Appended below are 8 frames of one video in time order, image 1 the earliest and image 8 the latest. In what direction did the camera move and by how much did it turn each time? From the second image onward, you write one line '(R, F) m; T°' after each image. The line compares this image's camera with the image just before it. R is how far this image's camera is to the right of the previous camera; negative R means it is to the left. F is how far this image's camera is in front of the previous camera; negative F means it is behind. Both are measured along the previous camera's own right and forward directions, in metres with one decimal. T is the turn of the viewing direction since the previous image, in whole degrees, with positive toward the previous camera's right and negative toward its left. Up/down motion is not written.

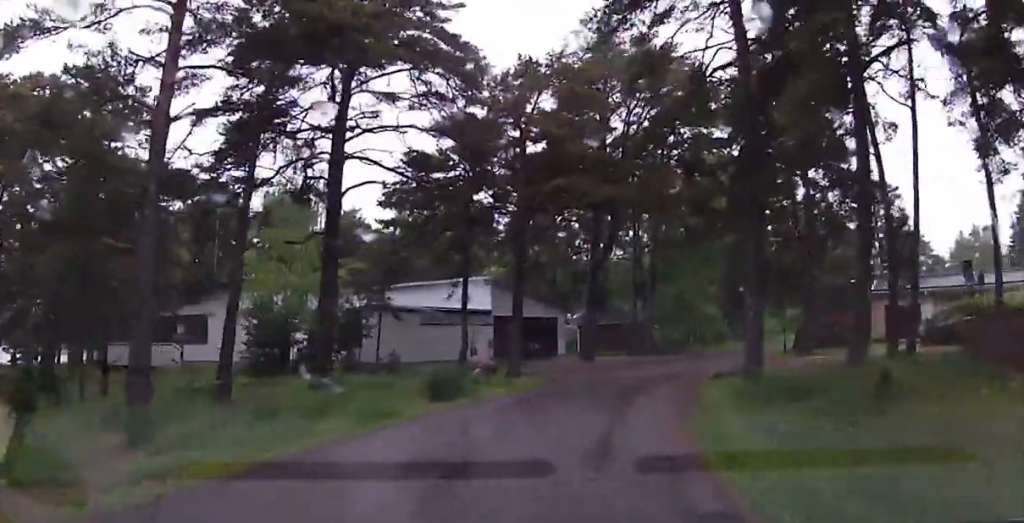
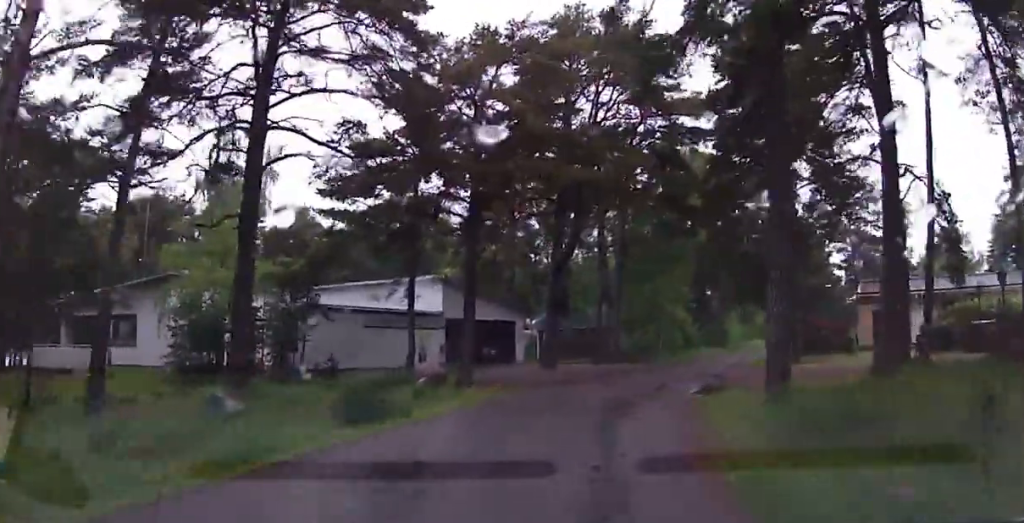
(0.0, +3.5) m; +3°
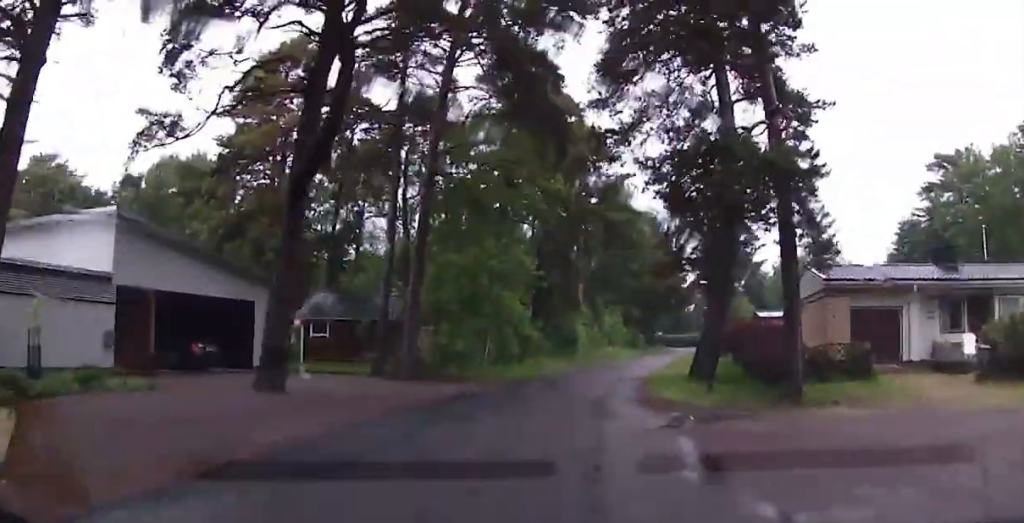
(+2.2, +16.9) m; +12°
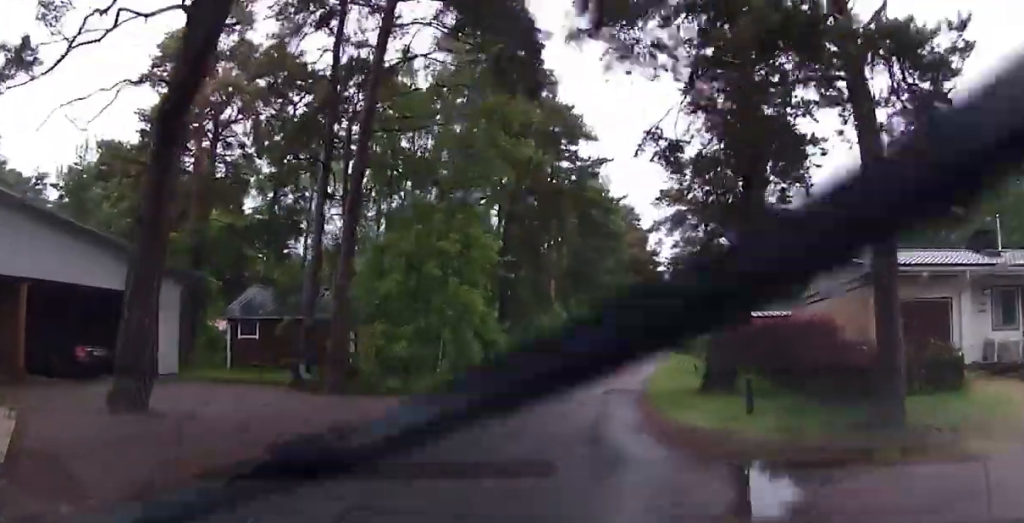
(+0.1, +5.6) m; +2°
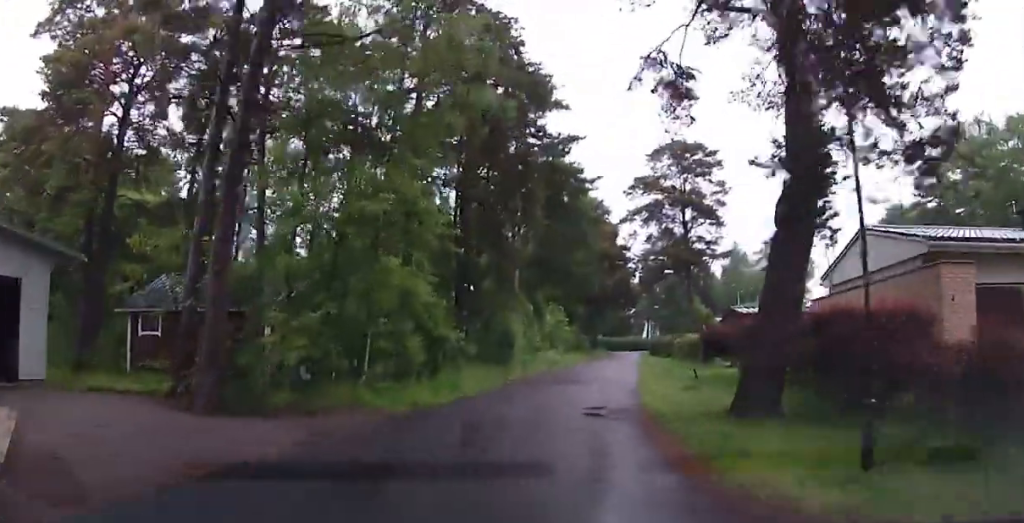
(+0.1, +5.8) m; +2°
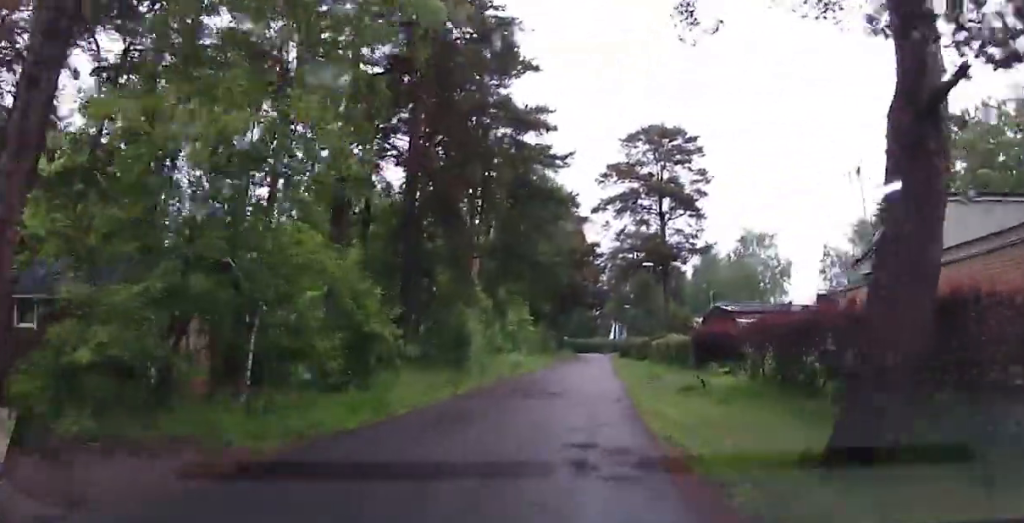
(+0.1, +5.7) m; +1°
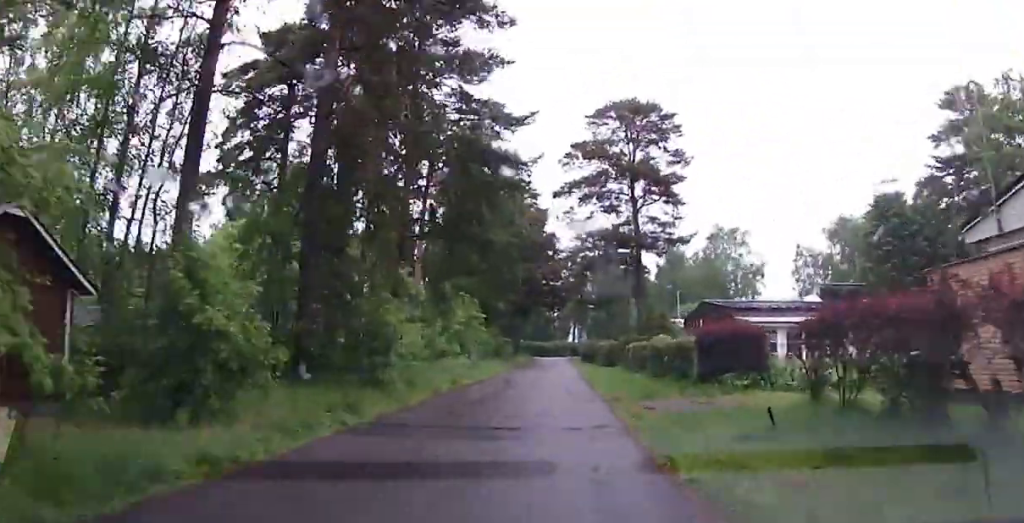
(+0.1, +7.9) m; +2°
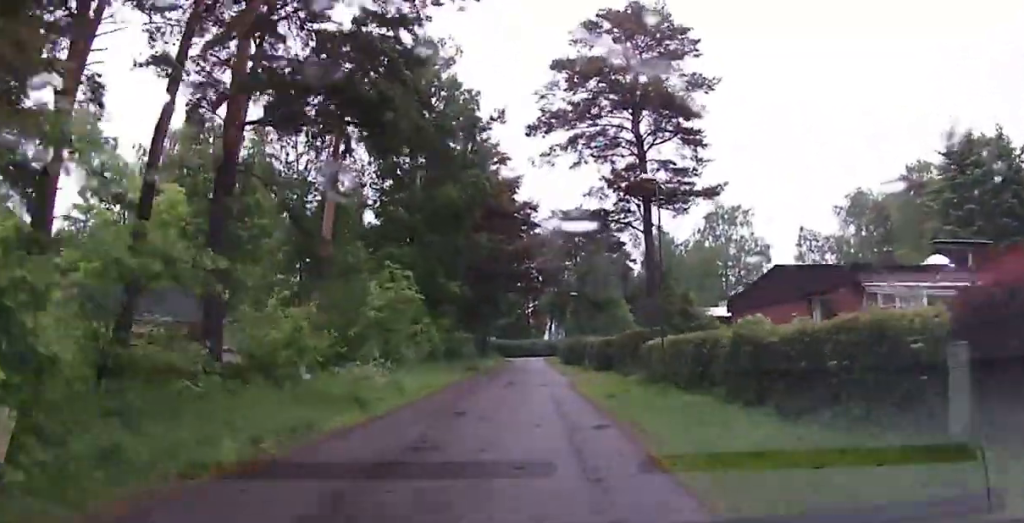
(+0.6, +15.1) m; +5°
